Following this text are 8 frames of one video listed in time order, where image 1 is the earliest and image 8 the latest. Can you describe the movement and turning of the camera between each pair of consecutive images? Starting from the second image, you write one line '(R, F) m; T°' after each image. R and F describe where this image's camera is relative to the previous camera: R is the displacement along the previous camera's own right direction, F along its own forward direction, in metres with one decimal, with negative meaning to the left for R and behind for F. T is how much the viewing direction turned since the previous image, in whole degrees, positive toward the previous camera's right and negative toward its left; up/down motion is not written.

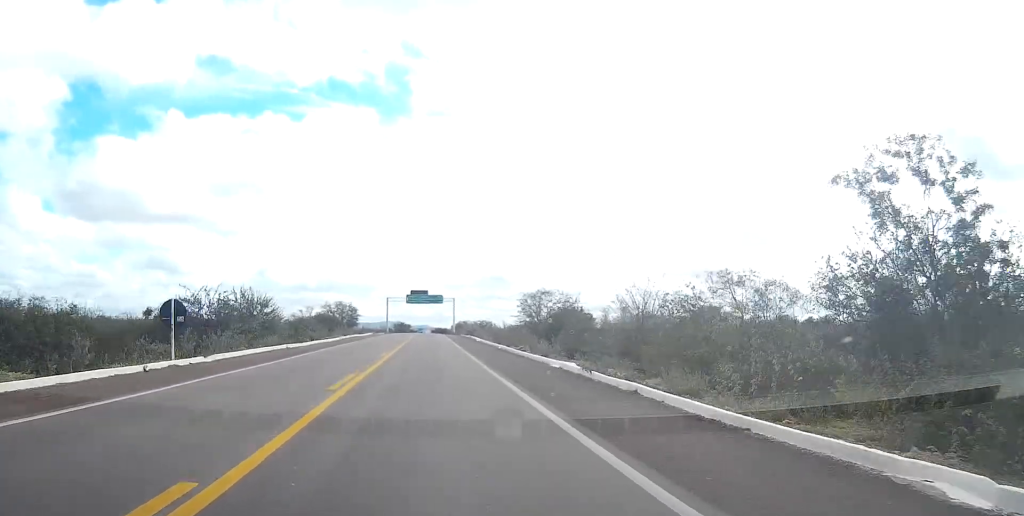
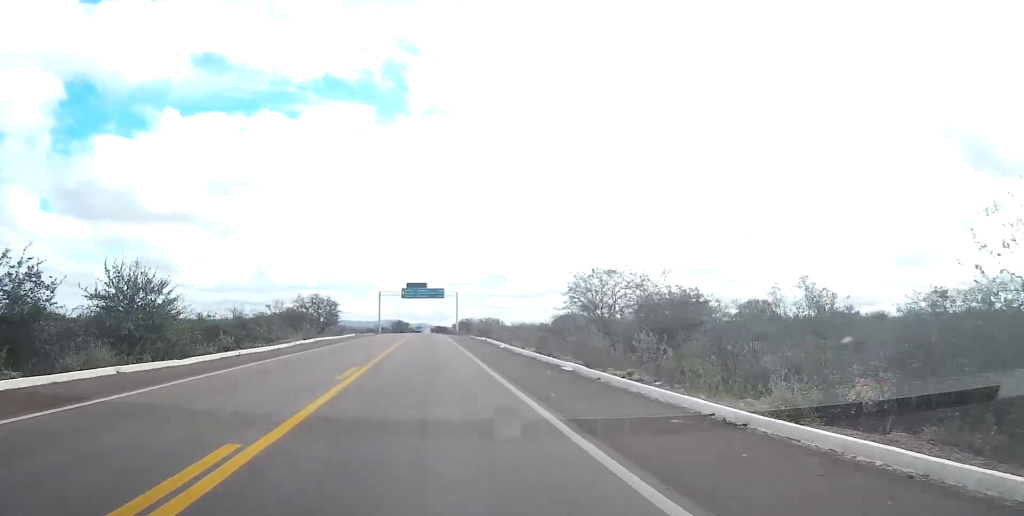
(0.0, +22.6) m; 0°
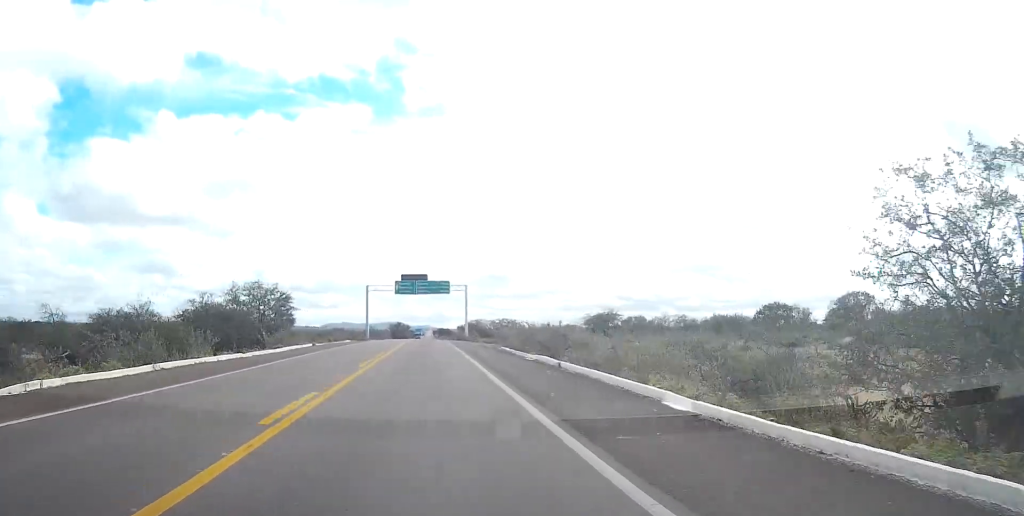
(+0.1, +30.5) m; 0°
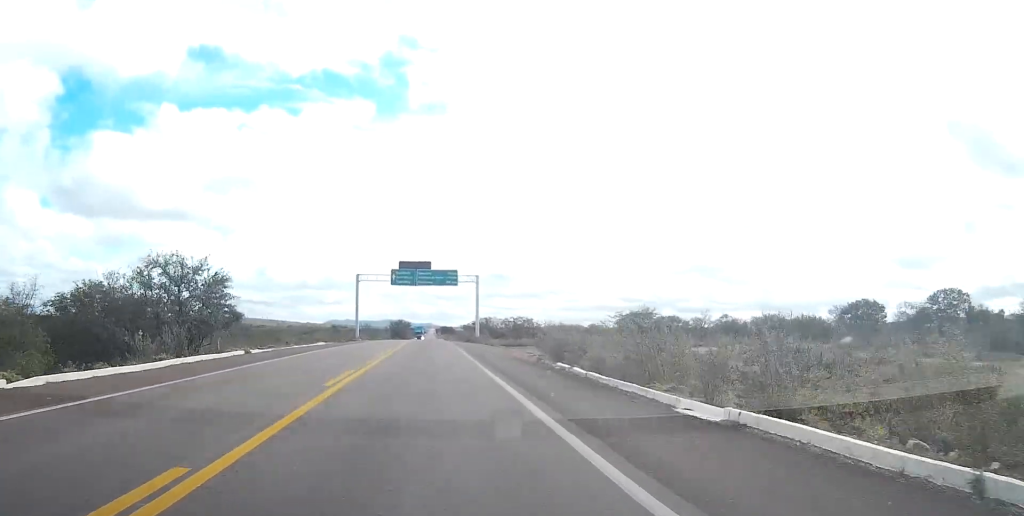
(0.0, +19.2) m; 0°
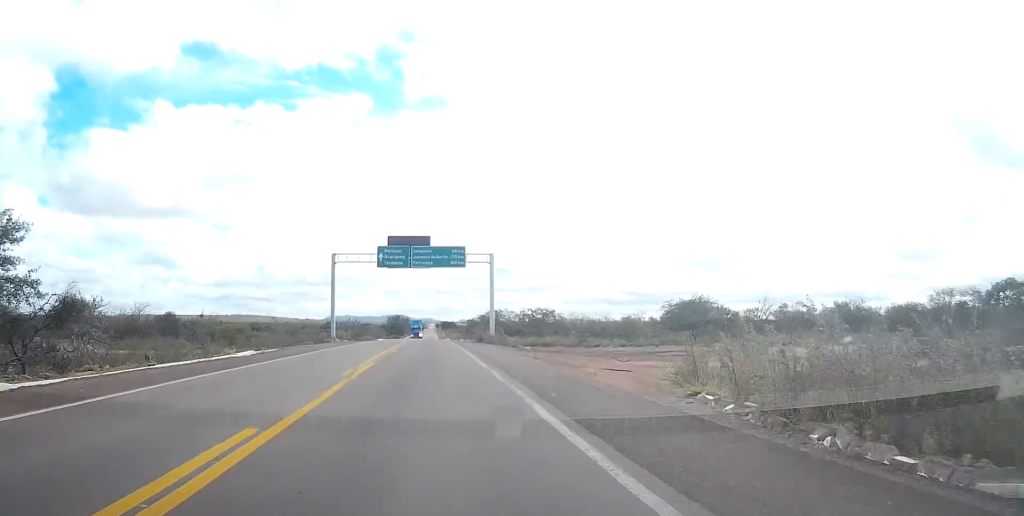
(-0.2, +22.0) m; 0°
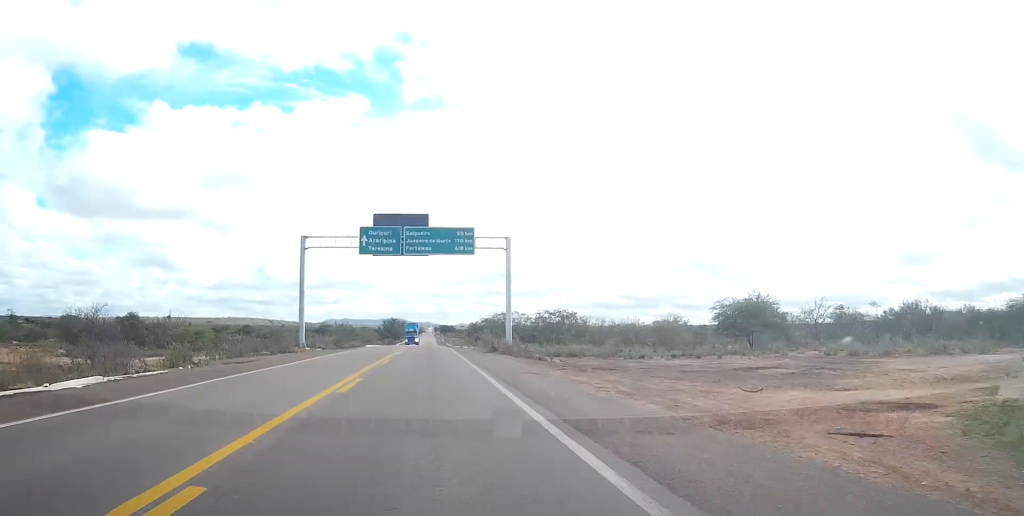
(0.0, +16.0) m; 0°
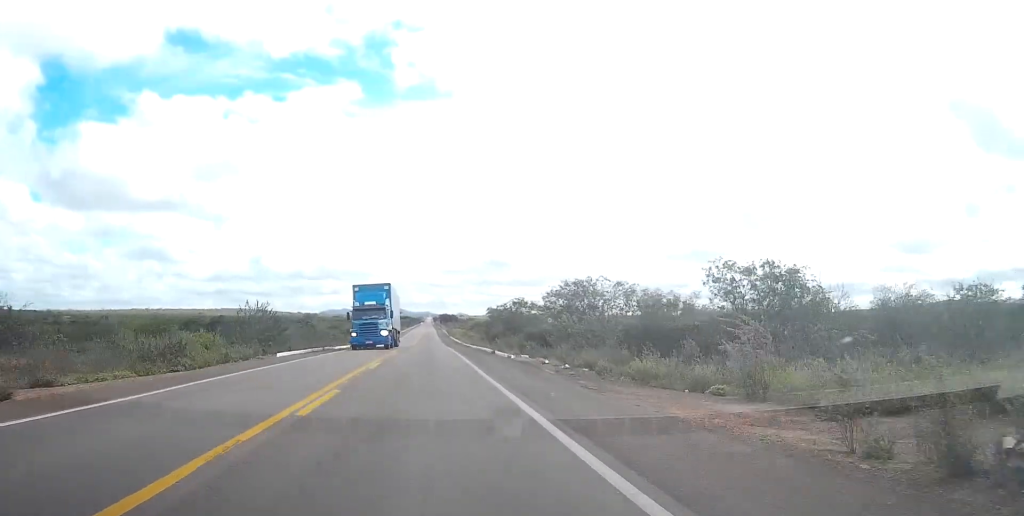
(+0.2, +52.8) m; 0°
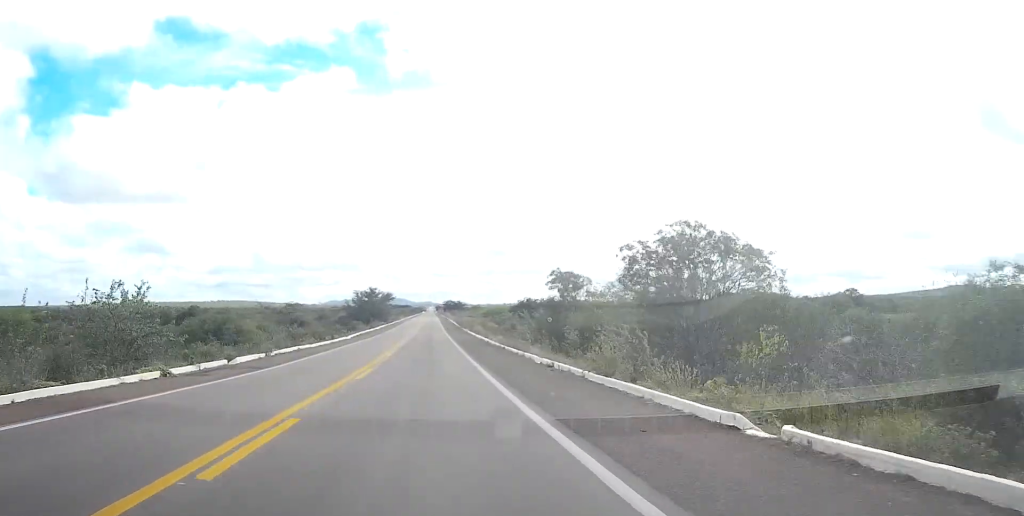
(-0.3, +53.4) m; 0°
